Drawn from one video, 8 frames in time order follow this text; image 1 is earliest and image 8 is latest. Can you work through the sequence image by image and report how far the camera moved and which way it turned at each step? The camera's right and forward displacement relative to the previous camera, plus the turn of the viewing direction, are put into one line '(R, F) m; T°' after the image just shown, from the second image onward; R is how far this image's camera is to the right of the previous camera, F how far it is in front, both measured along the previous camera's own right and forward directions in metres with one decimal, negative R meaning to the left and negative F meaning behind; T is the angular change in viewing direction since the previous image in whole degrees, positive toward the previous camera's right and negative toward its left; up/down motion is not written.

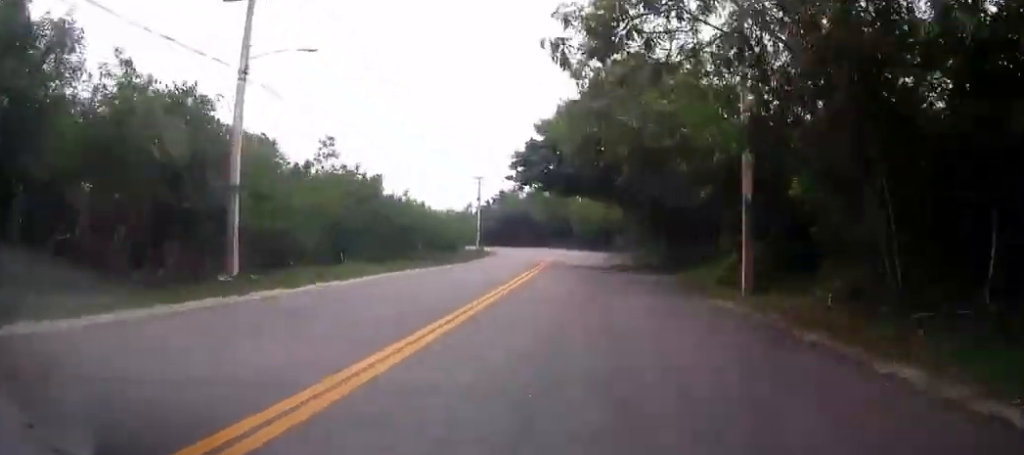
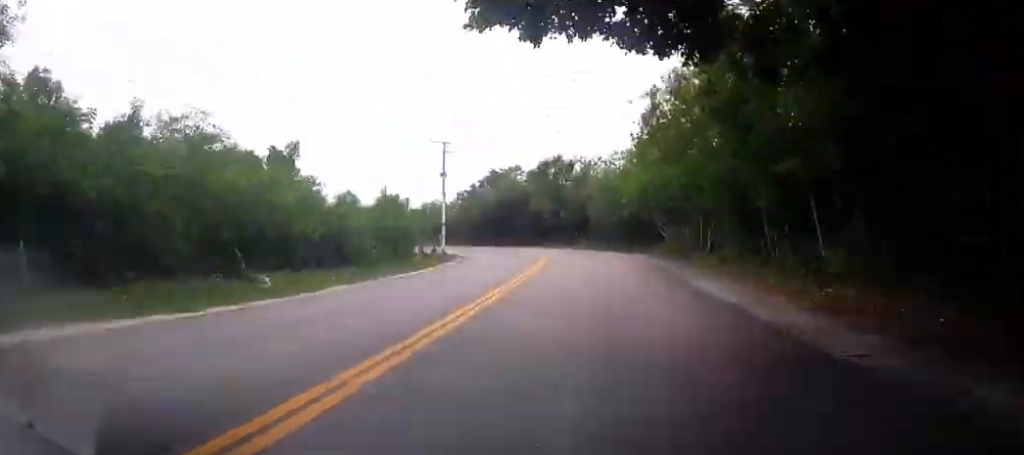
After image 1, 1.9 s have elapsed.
(-0.5, +34.3) m; -3°
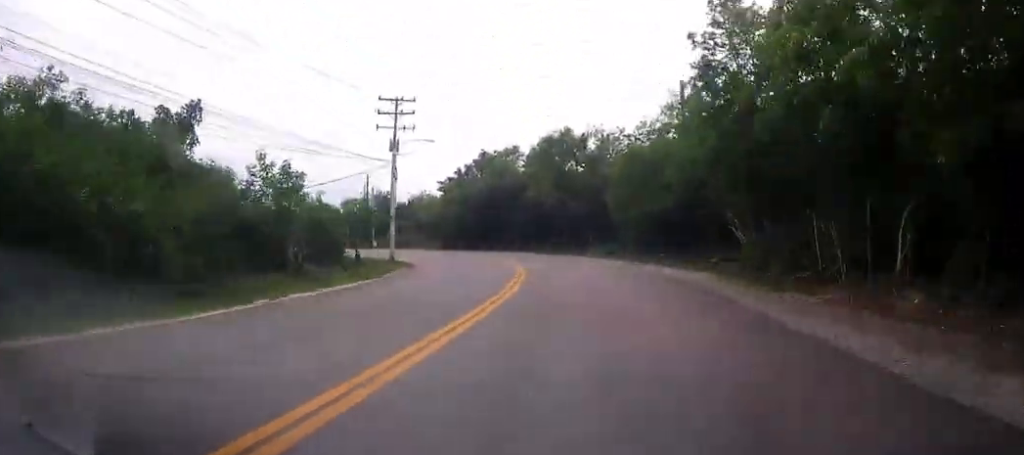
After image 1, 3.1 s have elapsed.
(+0.3, +21.6) m; -2°
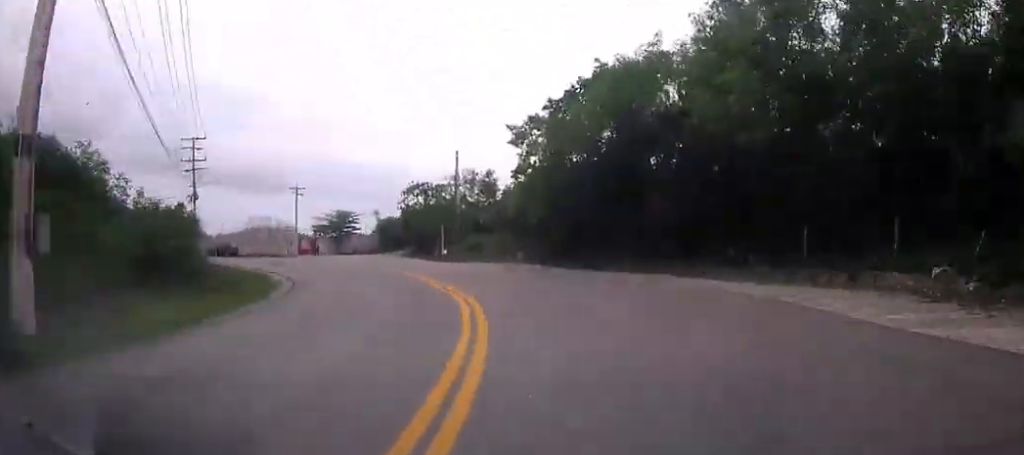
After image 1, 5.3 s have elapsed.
(-2.3, +37.4) m; -15°
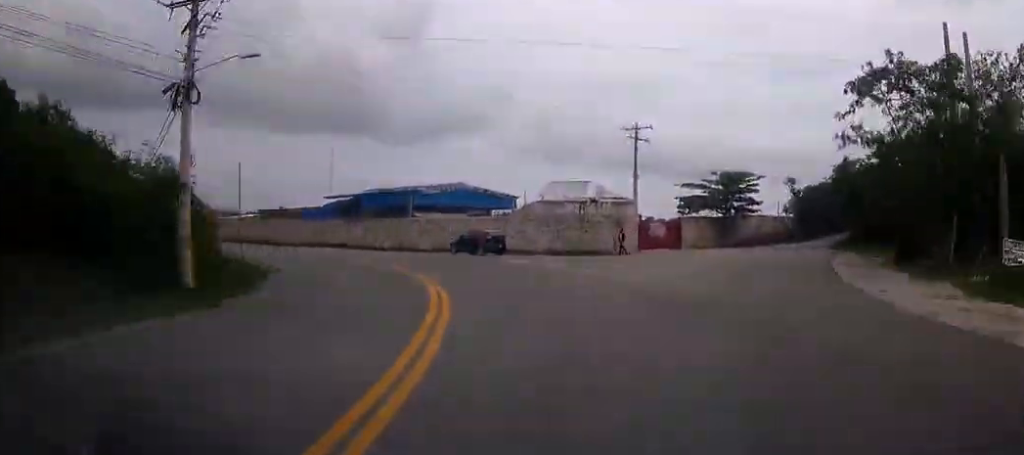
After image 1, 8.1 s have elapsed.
(-10.5, +44.6) m; -32°
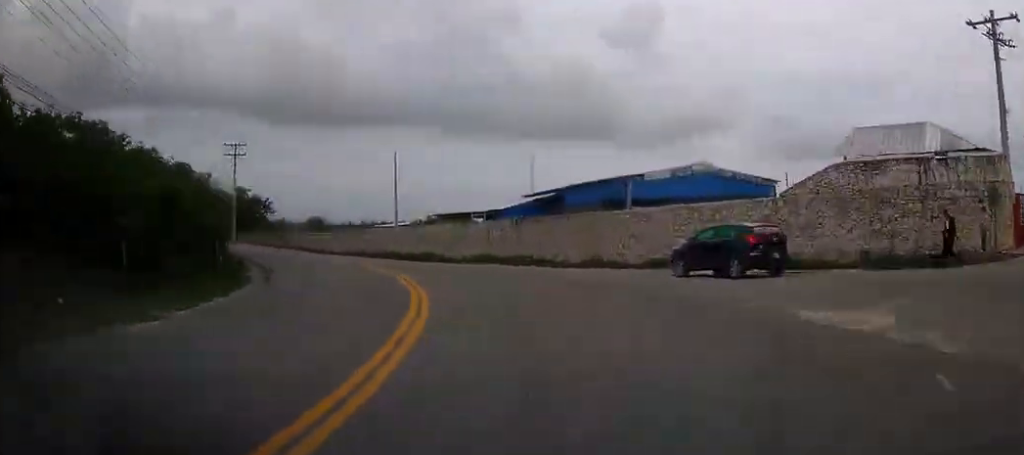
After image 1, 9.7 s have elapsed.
(-6.7, +24.2) m; -20°
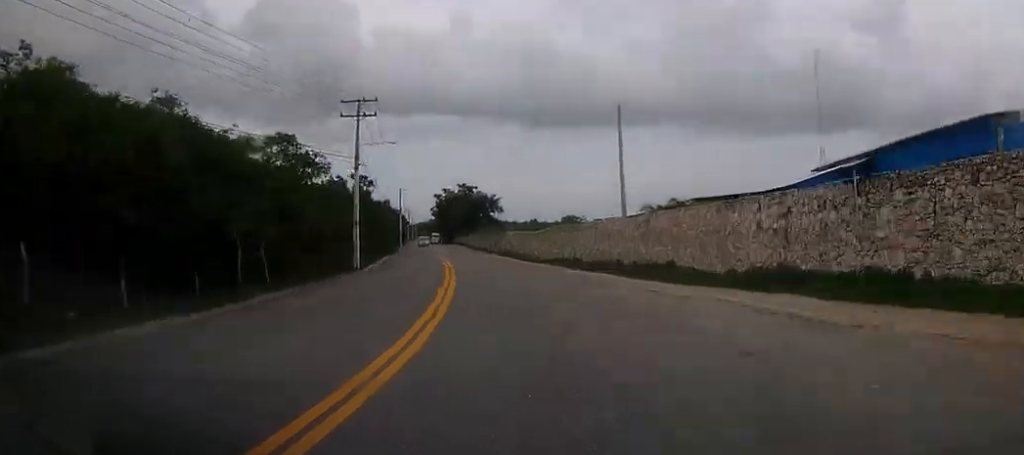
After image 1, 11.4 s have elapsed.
(-4.5, +26.5) m; -17°
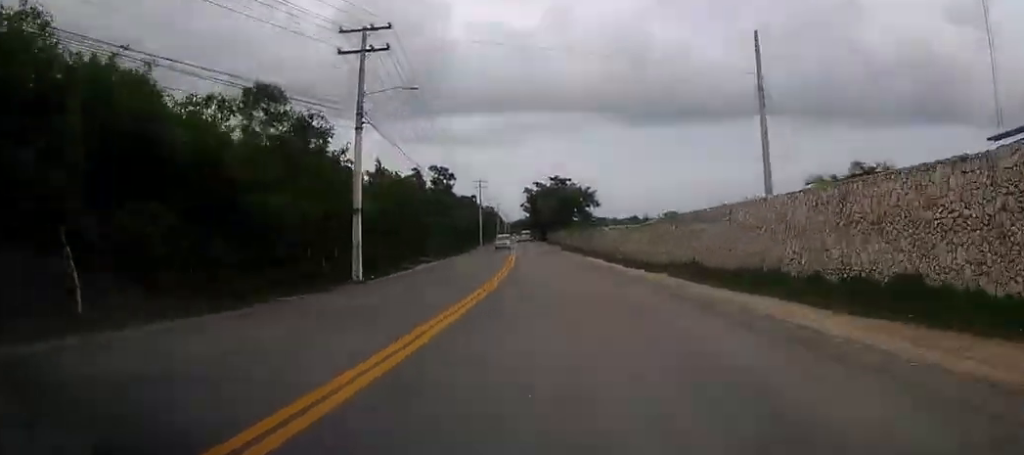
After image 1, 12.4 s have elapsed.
(-2.5, +16.8) m; -7°
